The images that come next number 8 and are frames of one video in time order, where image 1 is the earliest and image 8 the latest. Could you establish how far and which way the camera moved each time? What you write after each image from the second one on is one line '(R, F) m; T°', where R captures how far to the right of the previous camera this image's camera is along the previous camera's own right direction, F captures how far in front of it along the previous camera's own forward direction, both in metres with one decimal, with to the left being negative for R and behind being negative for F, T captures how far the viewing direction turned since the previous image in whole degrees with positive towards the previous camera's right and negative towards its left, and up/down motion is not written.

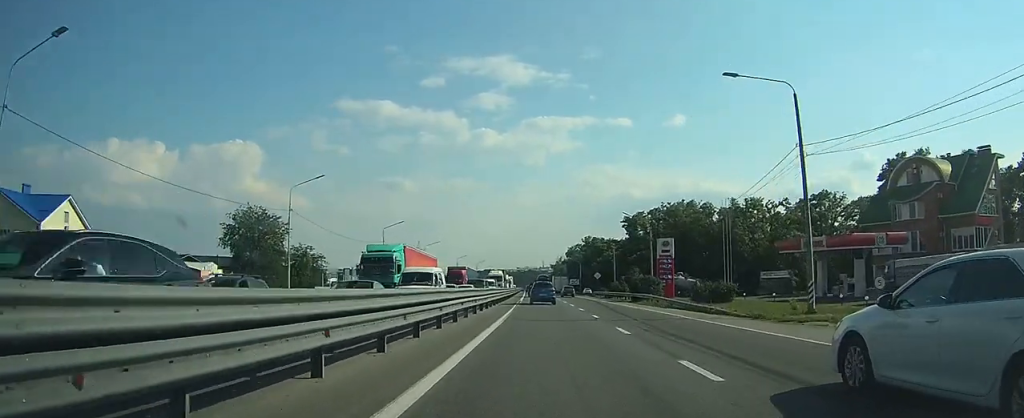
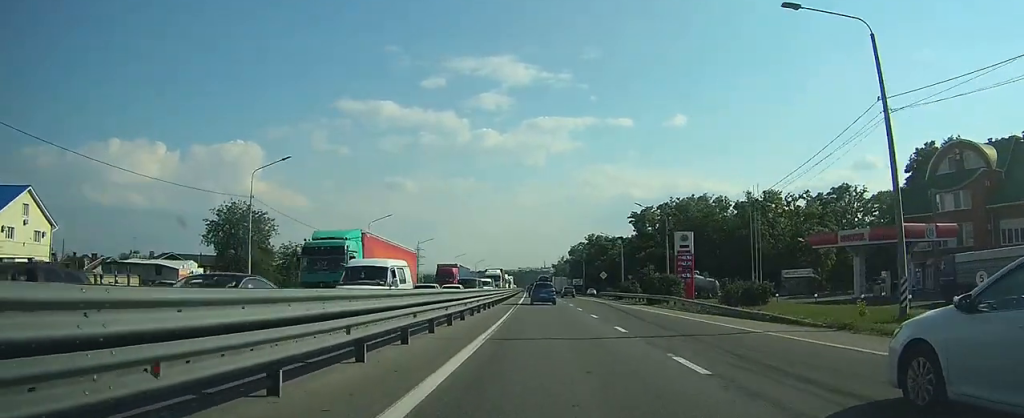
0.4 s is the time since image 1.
(0.0, +7.3) m; 0°
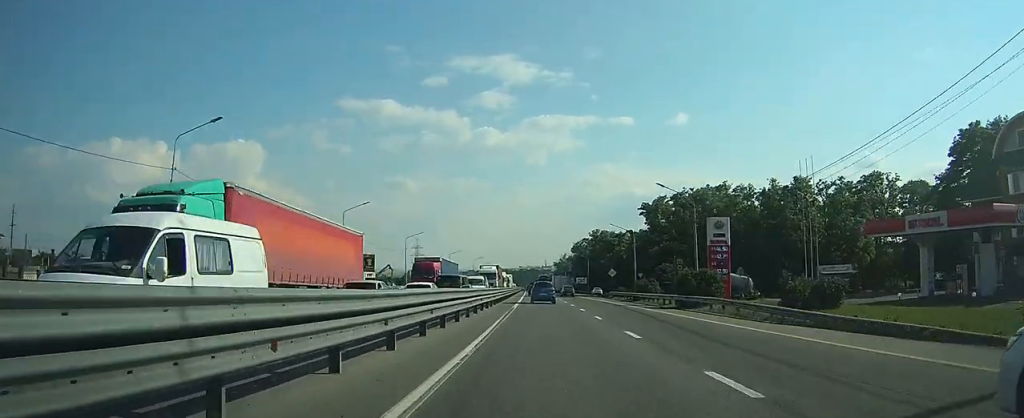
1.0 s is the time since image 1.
(-0.2, +10.2) m; -1°
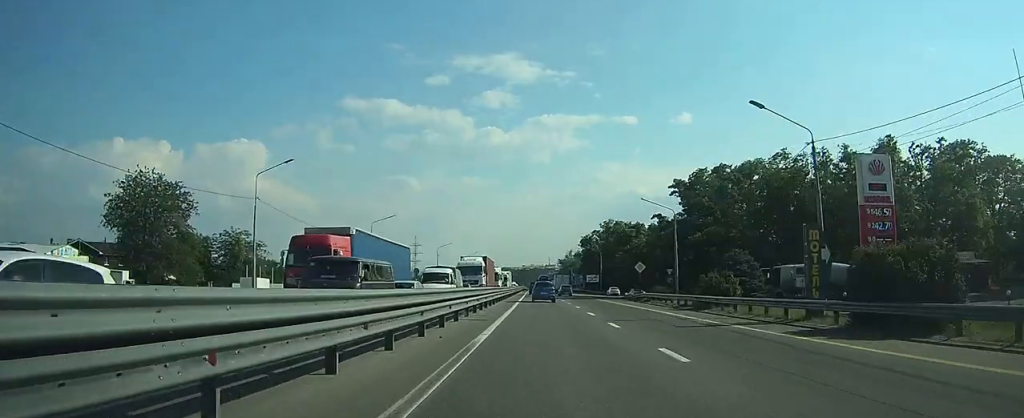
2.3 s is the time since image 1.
(-0.1, +21.0) m; 0°
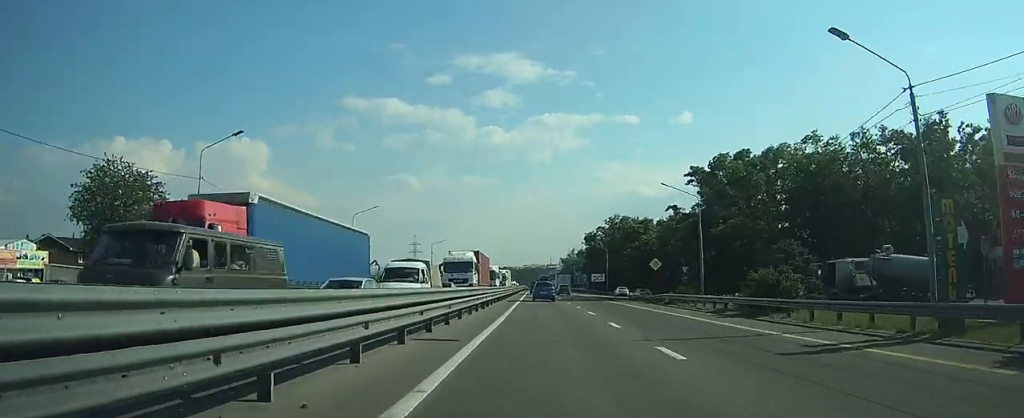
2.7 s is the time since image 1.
(0.0, +8.0) m; 0°
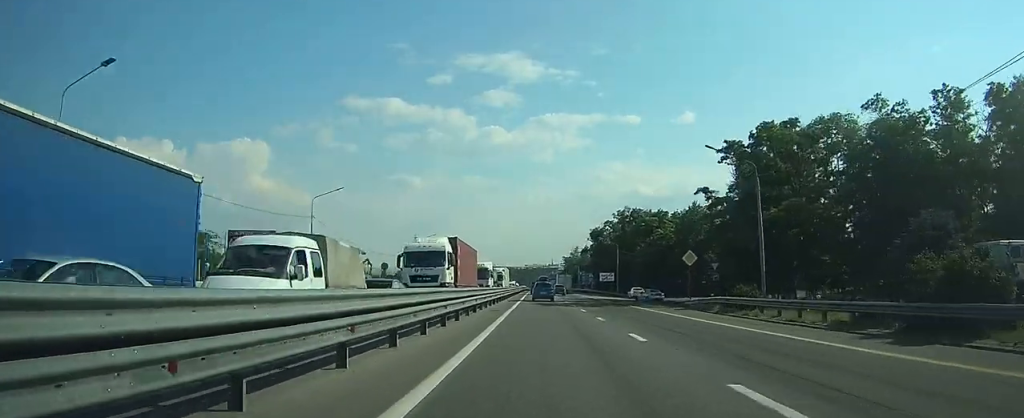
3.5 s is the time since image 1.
(0.0, +12.6) m; 0°
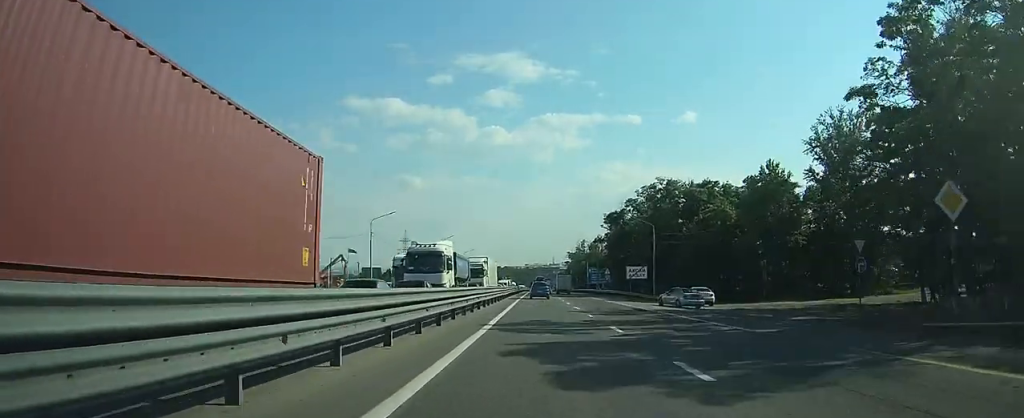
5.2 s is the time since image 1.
(0.0, +29.5) m; 0°
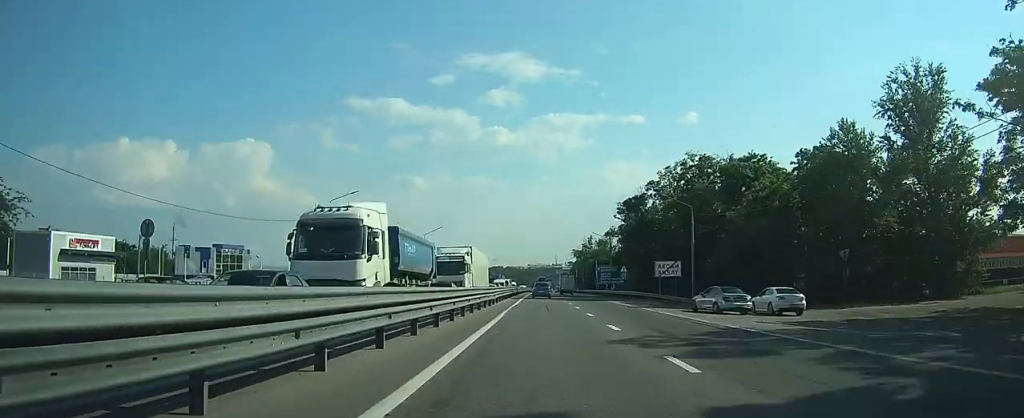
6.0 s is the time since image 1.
(0.0, +15.4) m; 0°
